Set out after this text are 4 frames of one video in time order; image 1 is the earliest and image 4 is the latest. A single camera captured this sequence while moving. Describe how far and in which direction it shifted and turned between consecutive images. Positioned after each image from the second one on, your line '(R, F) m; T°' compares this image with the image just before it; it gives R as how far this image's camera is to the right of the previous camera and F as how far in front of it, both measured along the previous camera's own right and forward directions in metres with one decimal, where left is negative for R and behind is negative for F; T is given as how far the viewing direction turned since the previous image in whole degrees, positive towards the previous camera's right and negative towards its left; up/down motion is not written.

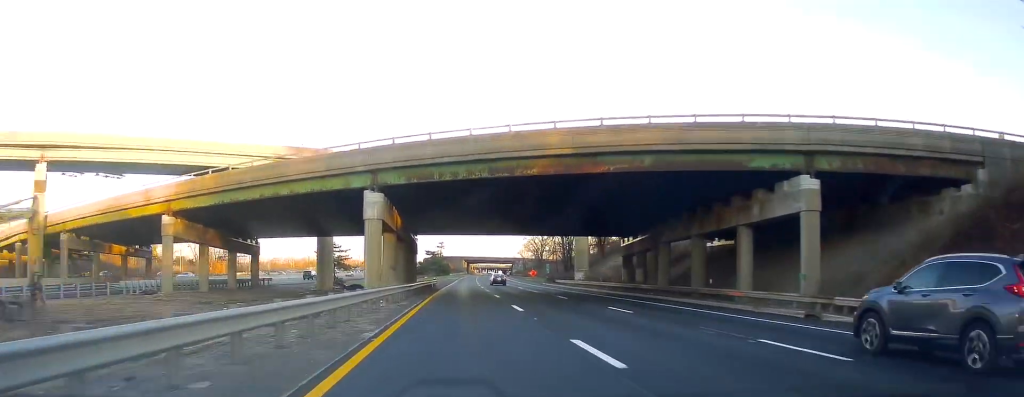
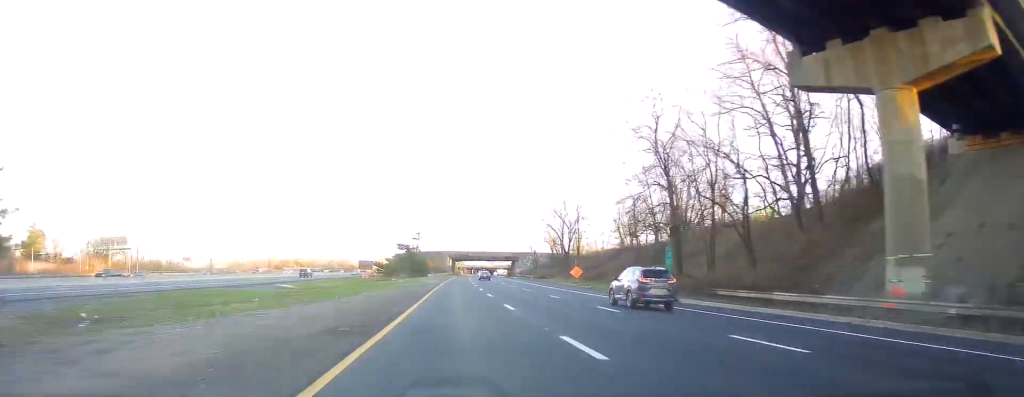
(+0.6, +61.3) m; +1°
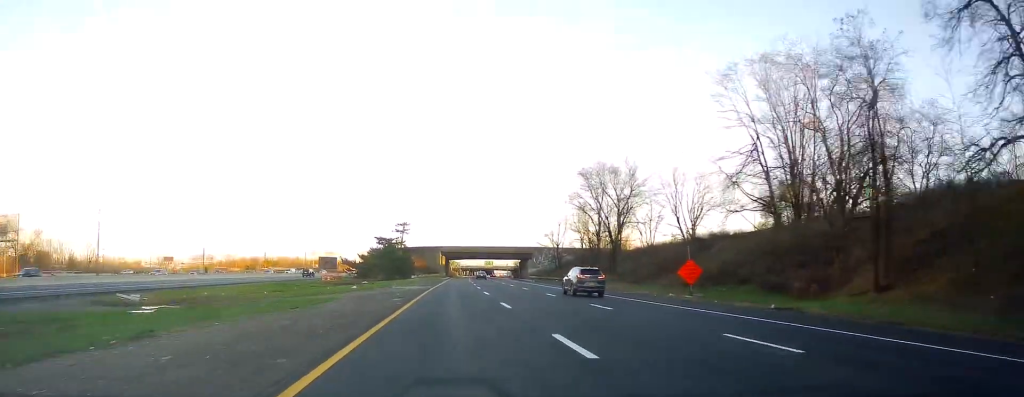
(+0.8, +37.4) m; +2°
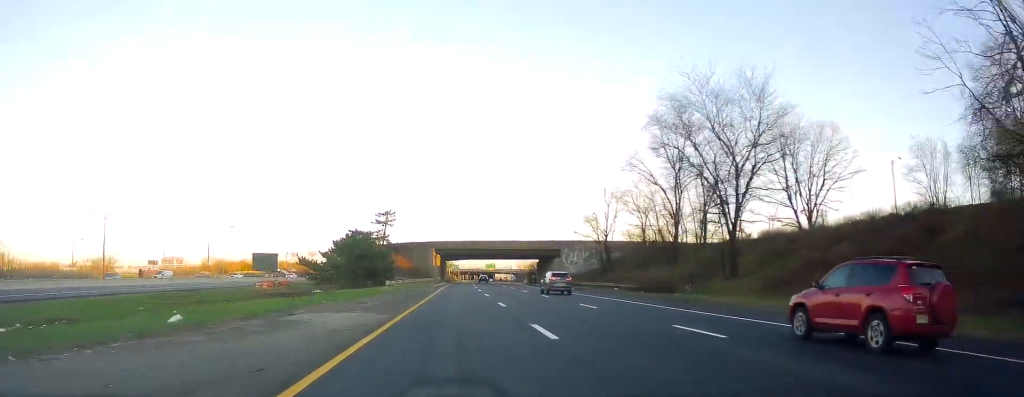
(0.0, +34.2) m; 0°
